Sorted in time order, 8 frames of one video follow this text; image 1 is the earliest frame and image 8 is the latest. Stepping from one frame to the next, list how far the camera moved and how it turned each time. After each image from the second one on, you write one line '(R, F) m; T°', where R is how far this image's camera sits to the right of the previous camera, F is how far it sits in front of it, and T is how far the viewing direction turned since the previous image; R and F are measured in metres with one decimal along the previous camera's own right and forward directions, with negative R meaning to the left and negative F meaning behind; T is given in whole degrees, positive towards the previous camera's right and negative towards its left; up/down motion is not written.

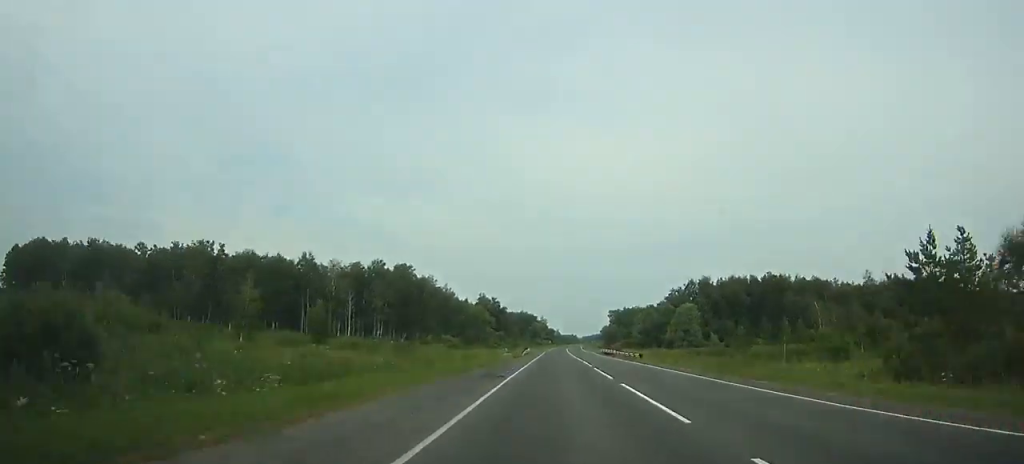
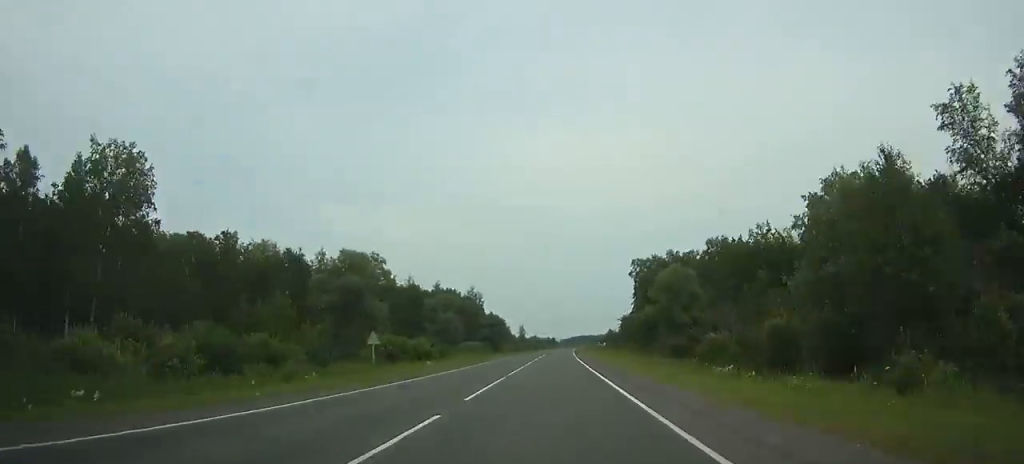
(+4.5, +191.4) m; +2°
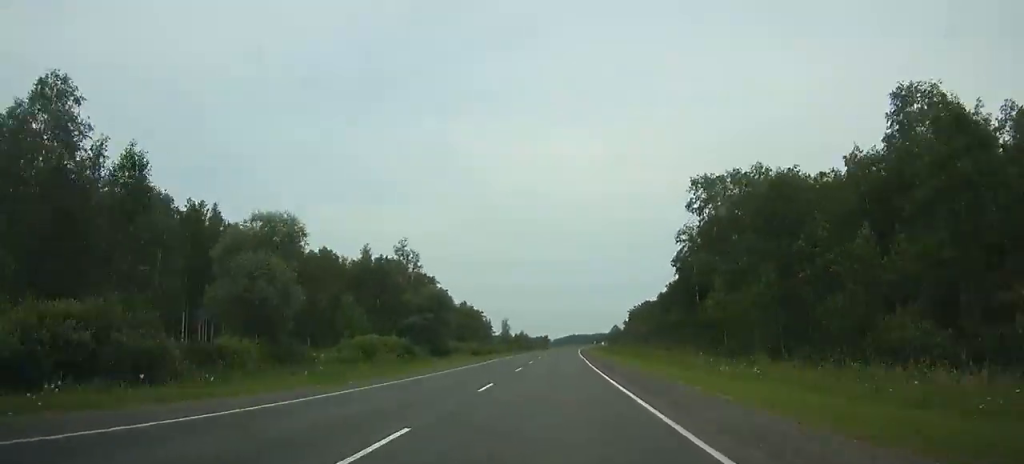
(+0.3, +59.8) m; +1°
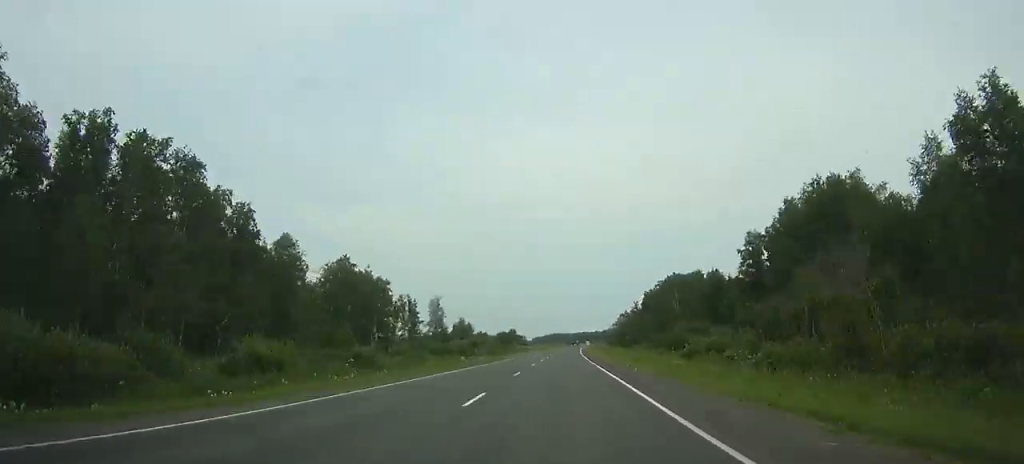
(+1.4, +93.4) m; +2°
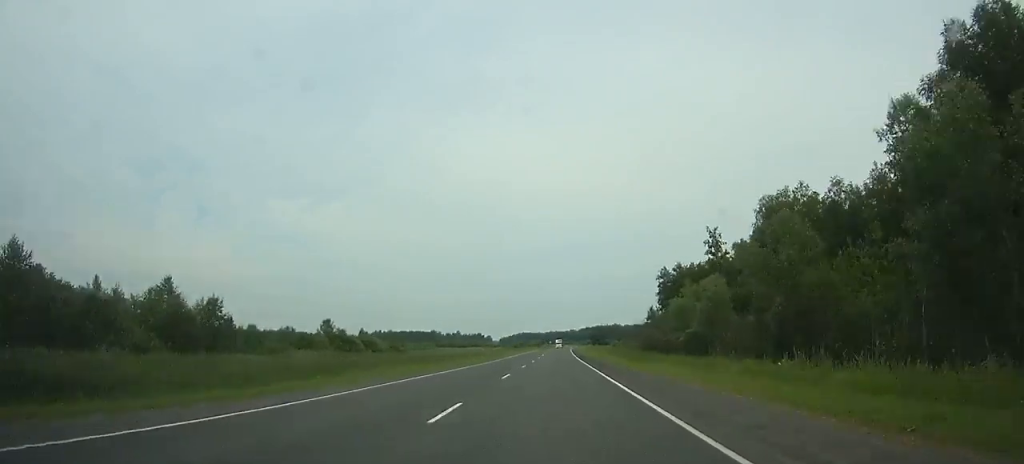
(+3.7, +156.5) m; +2°
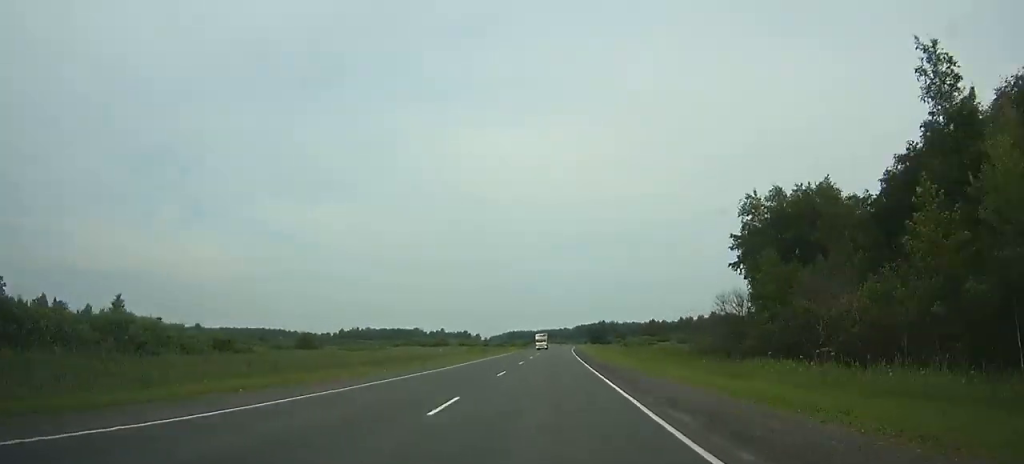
(0.0, +60.6) m; 0°
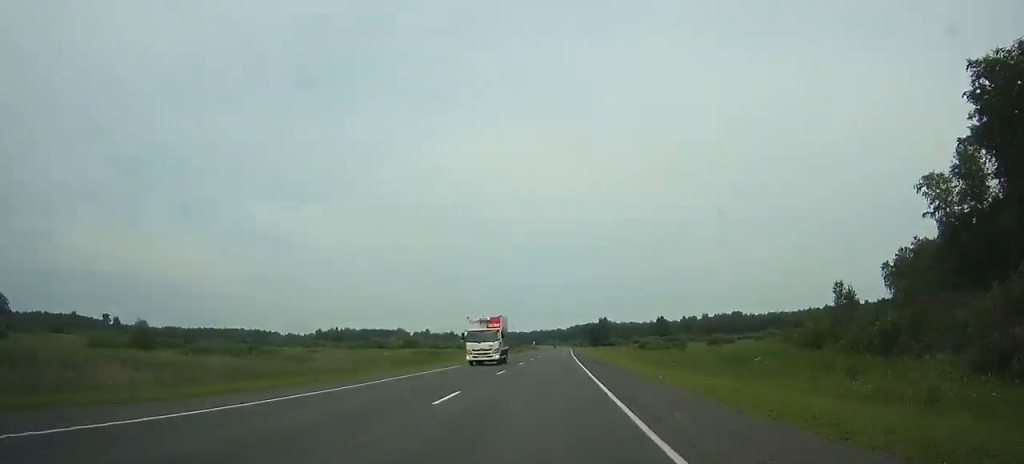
(-0.1, +47.3) m; +1°
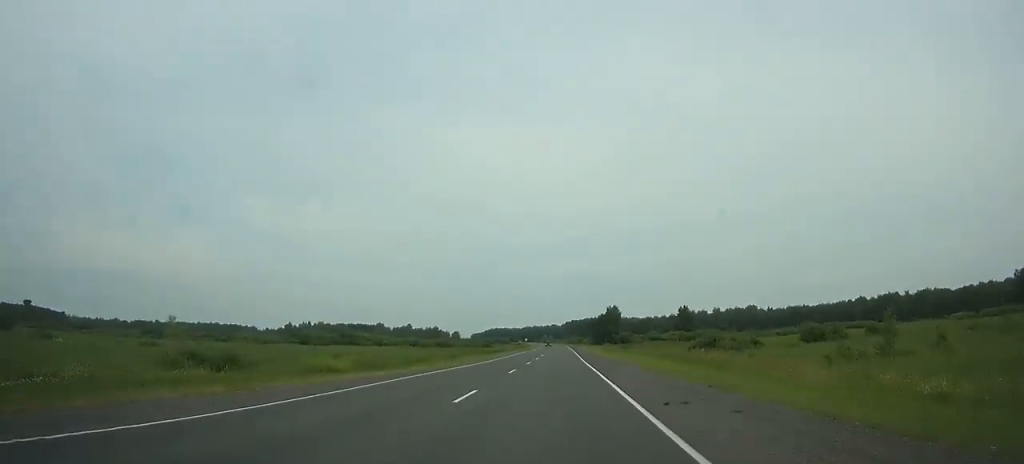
(-0.1, +60.4) m; +1°
